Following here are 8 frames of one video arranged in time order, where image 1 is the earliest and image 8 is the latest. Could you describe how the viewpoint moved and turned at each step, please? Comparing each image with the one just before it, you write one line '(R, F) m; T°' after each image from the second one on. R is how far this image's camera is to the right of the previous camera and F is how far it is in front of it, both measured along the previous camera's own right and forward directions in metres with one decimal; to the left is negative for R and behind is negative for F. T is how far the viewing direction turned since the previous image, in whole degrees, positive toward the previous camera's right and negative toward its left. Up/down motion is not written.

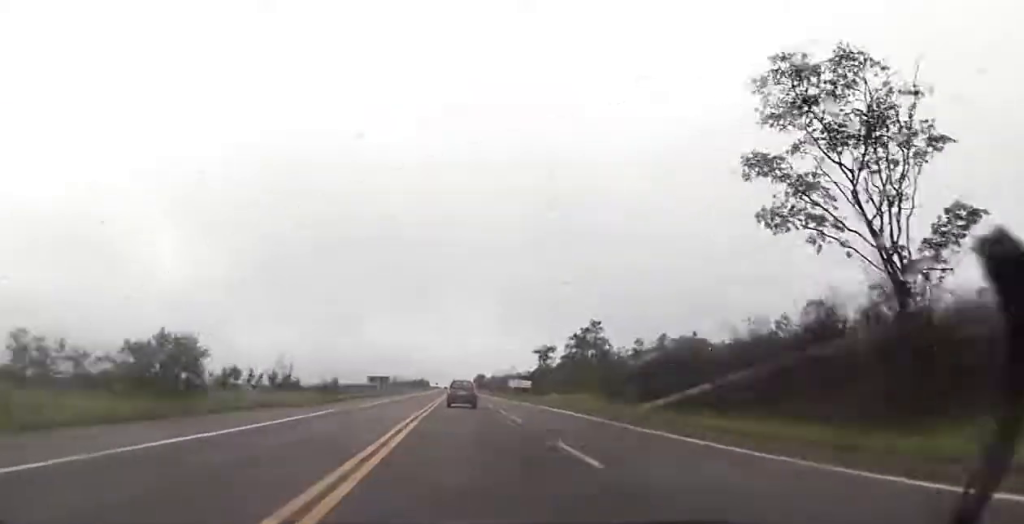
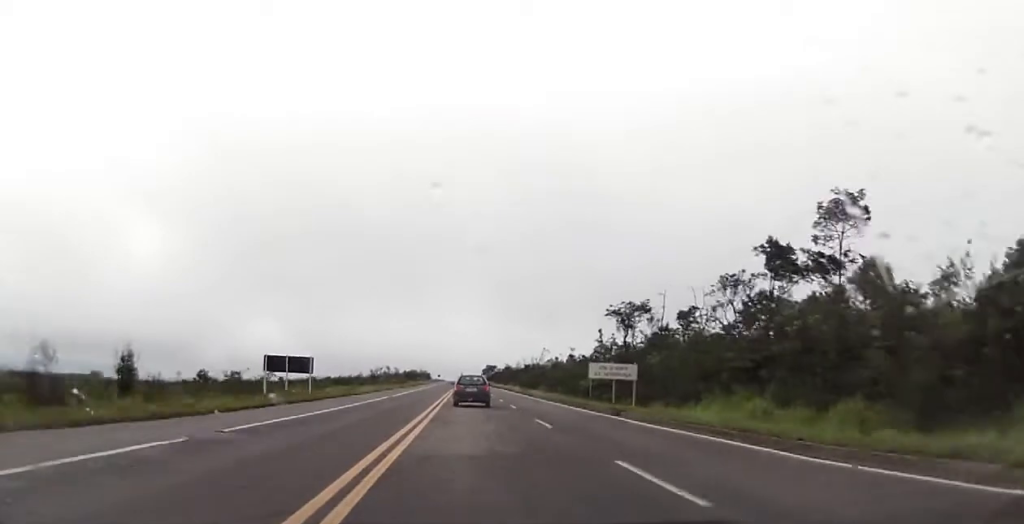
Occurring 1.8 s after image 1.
(-0.2, +50.4) m; -1°
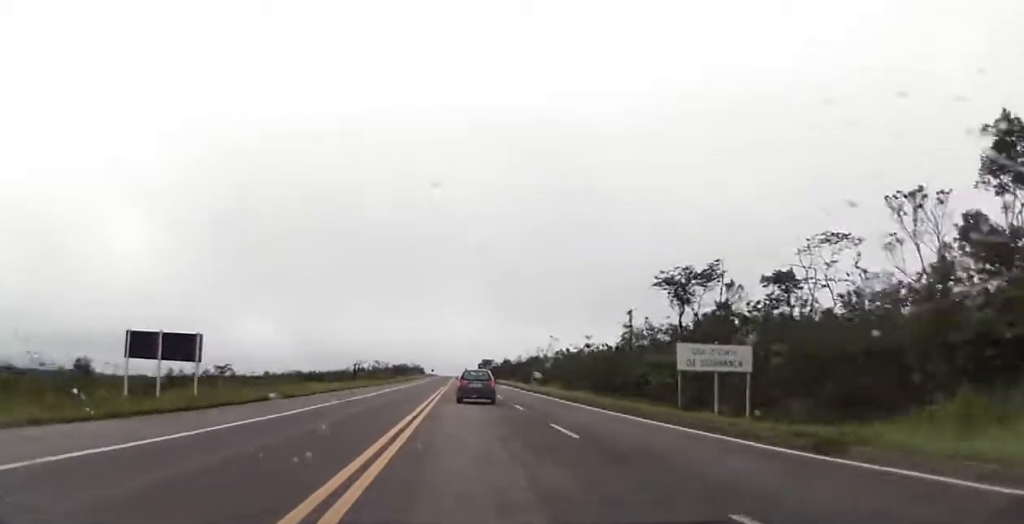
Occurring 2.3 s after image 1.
(-0.2, +16.3) m; 0°
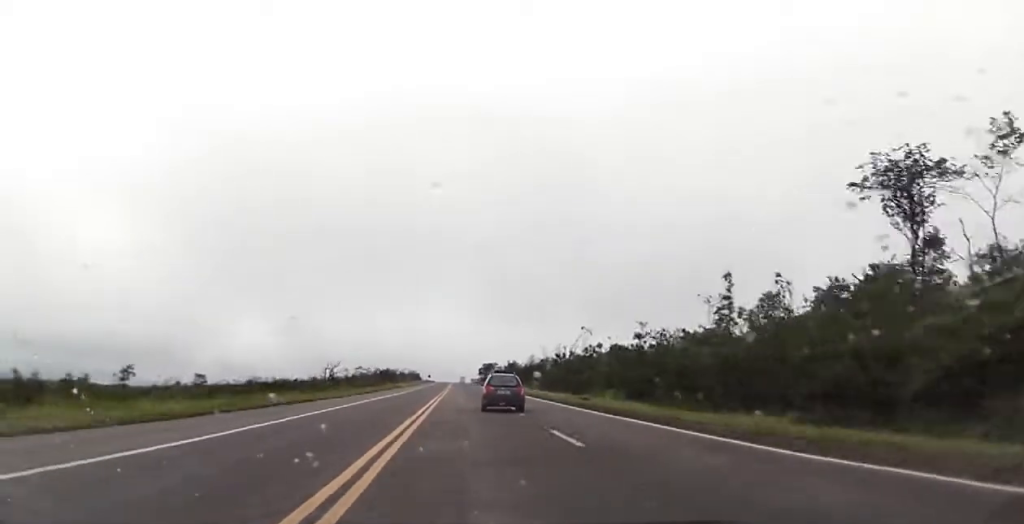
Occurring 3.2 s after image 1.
(-0.1, +24.1) m; 0°
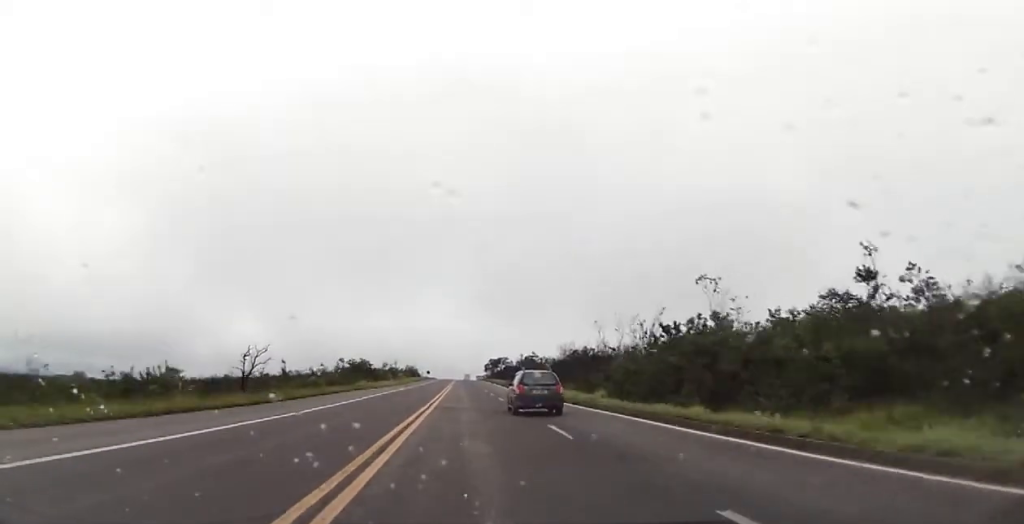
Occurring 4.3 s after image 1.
(+0.4, +34.2) m; +1°
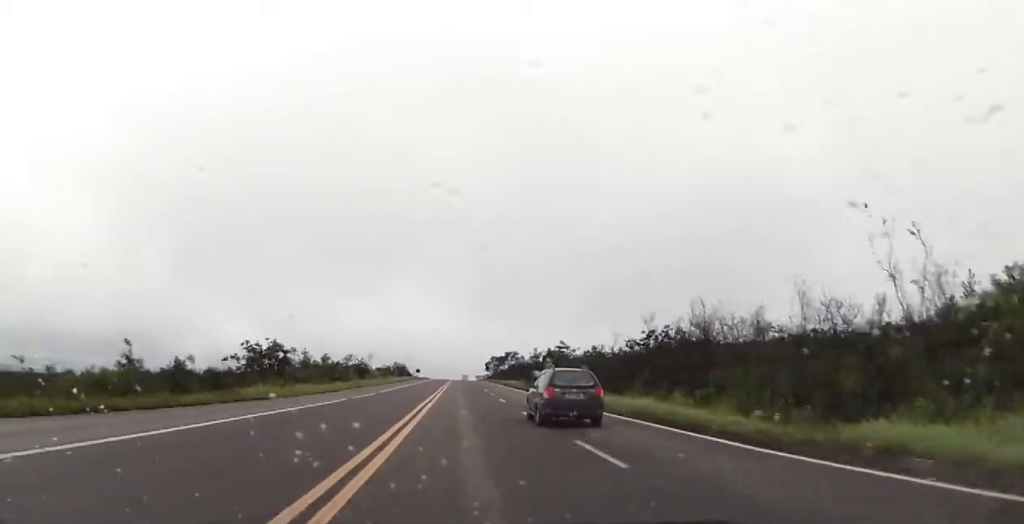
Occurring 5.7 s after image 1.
(0.0, +39.5) m; 0°
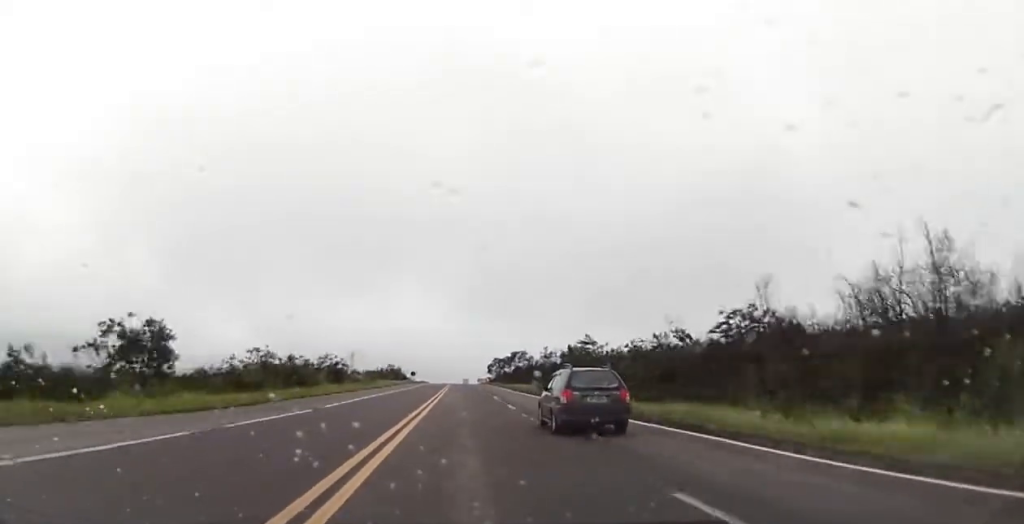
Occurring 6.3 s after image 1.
(0.0, +18.0) m; 0°
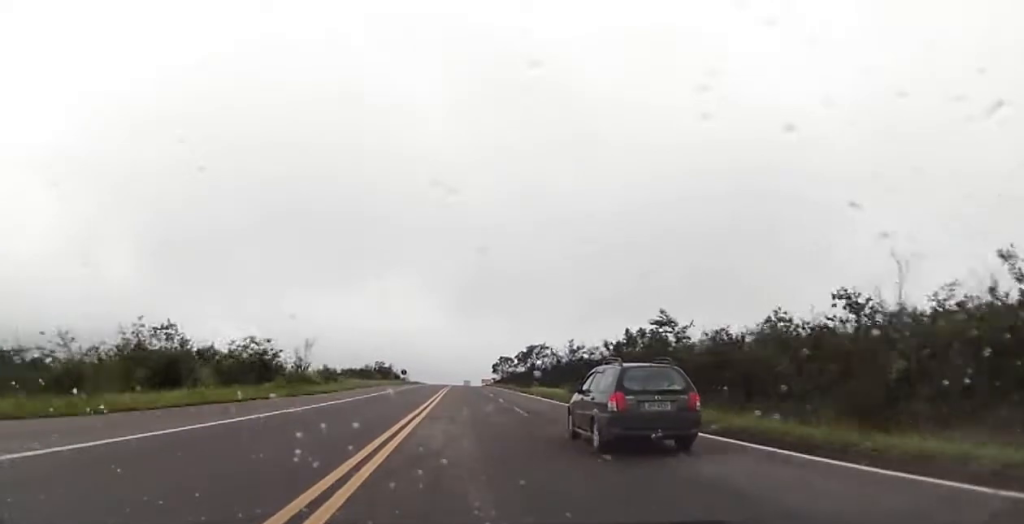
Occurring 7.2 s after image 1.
(-0.1, +28.1) m; 0°
